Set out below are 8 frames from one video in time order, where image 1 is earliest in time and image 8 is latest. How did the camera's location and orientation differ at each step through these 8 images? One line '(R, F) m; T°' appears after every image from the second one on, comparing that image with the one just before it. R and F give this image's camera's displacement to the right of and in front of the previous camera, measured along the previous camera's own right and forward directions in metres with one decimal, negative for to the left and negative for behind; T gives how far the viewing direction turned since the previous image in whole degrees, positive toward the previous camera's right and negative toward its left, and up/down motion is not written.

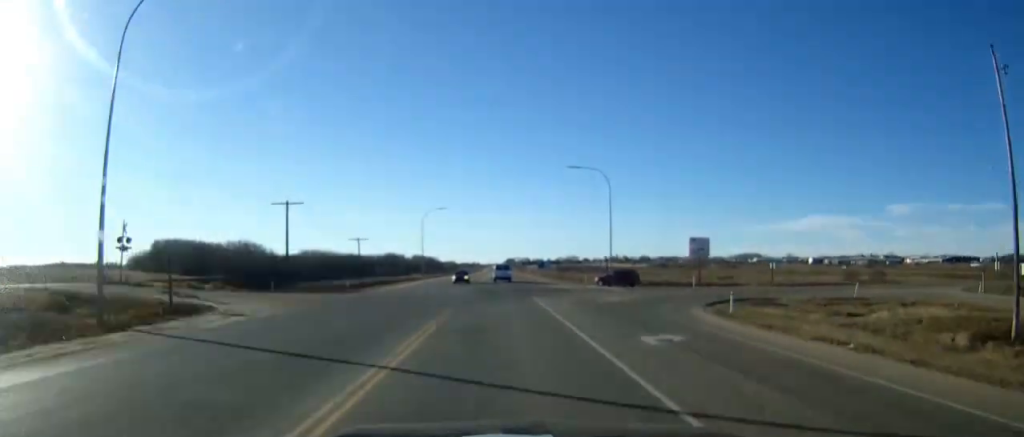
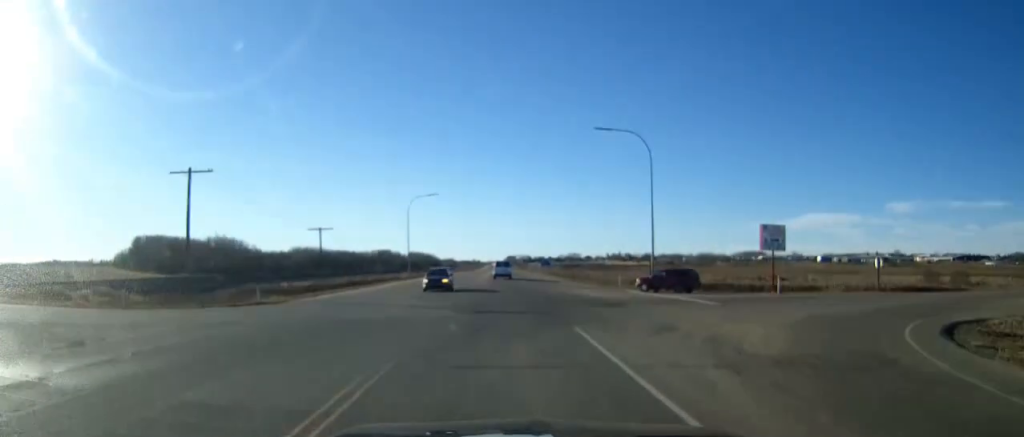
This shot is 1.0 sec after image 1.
(0.0, +22.2) m; 0°
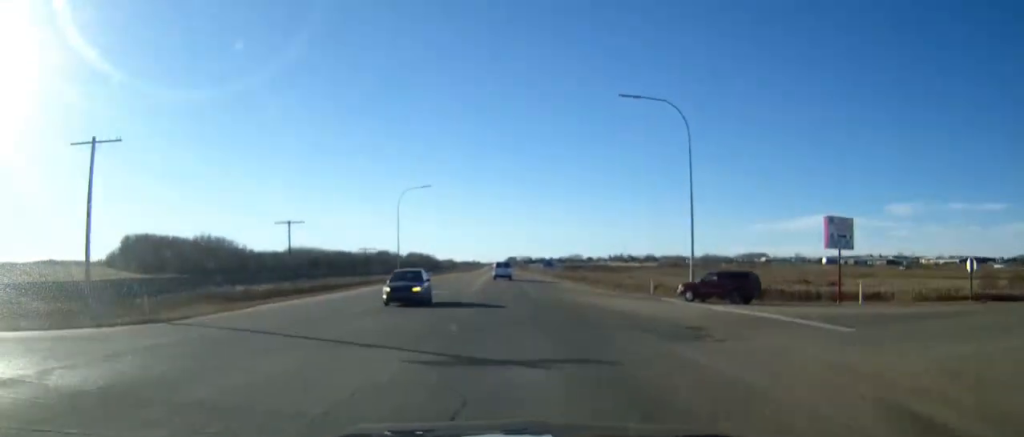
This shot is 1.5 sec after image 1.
(0.0, +12.2) m; 0°
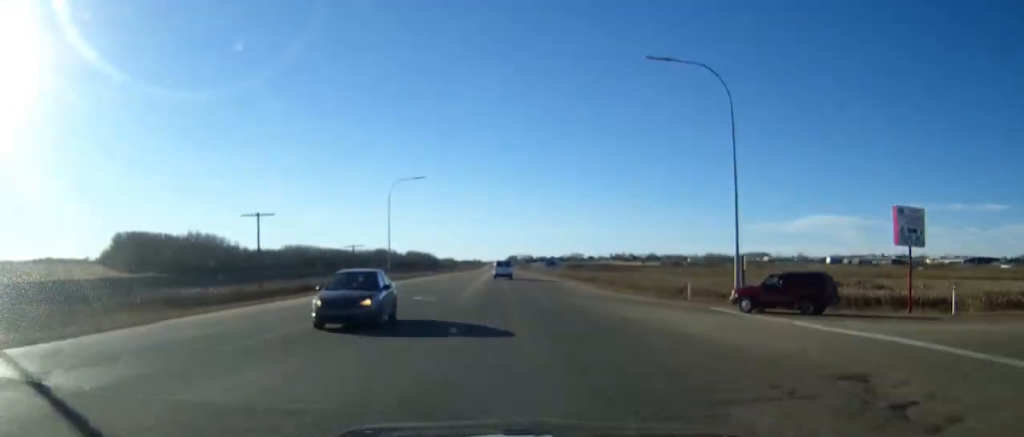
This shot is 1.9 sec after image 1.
(0.0, +9.2) m; 0°
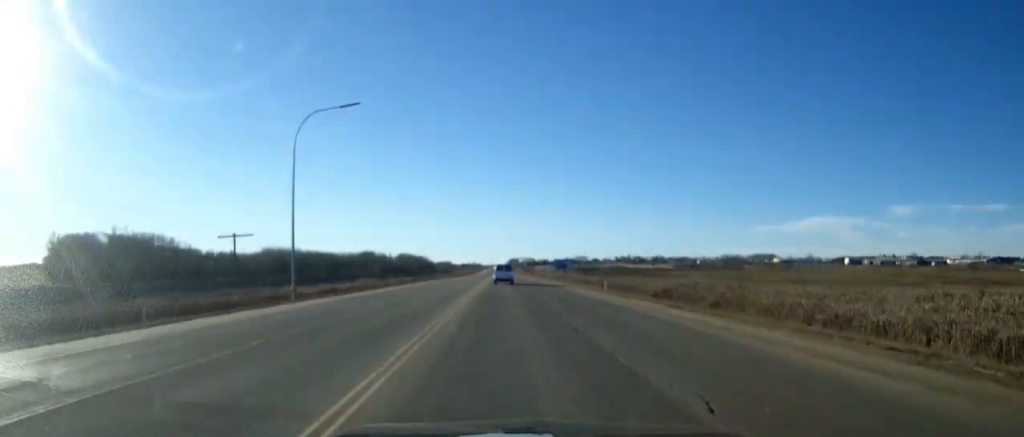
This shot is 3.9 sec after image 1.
(-0.1, +44.8) m; 0°
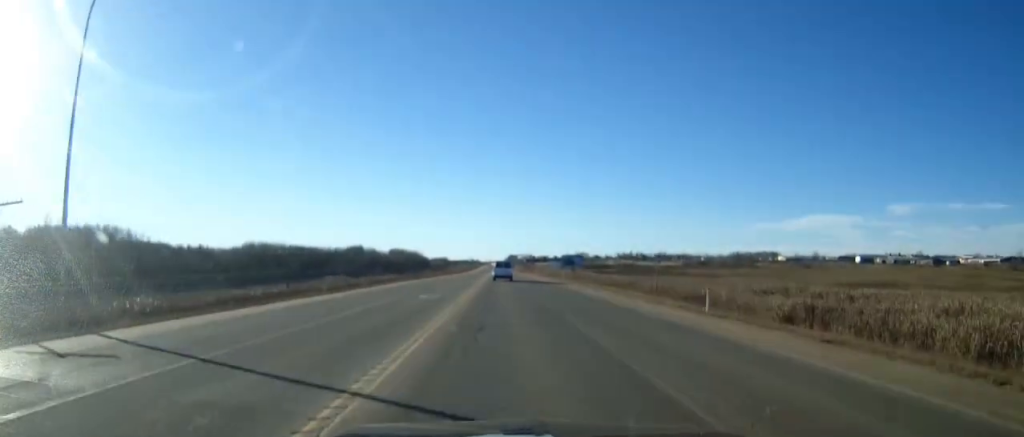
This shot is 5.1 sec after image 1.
(0.0, +28.3) m; 0°
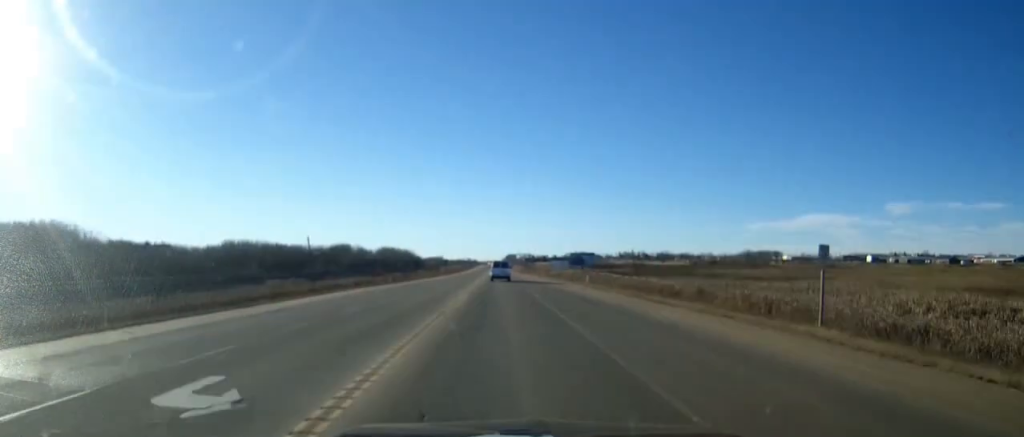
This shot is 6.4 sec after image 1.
(0.0, +27.9) m; 0°
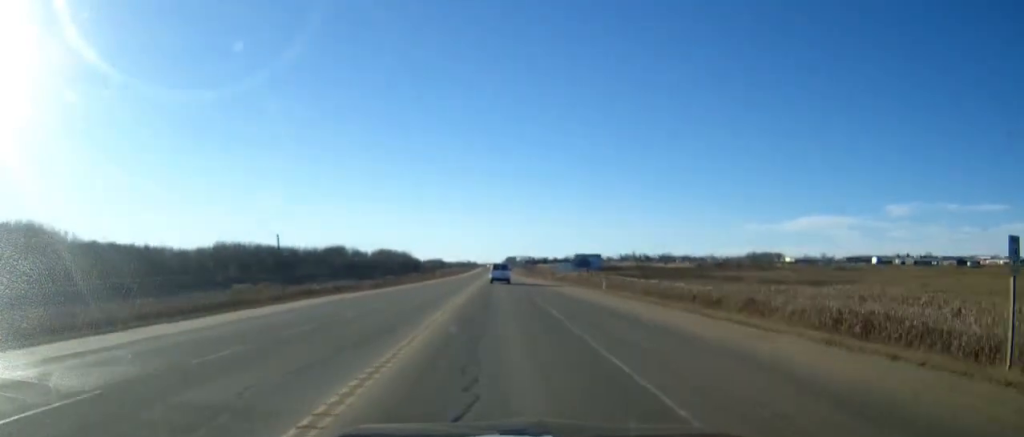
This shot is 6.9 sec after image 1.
(0.0, +10.9) m; 0°
